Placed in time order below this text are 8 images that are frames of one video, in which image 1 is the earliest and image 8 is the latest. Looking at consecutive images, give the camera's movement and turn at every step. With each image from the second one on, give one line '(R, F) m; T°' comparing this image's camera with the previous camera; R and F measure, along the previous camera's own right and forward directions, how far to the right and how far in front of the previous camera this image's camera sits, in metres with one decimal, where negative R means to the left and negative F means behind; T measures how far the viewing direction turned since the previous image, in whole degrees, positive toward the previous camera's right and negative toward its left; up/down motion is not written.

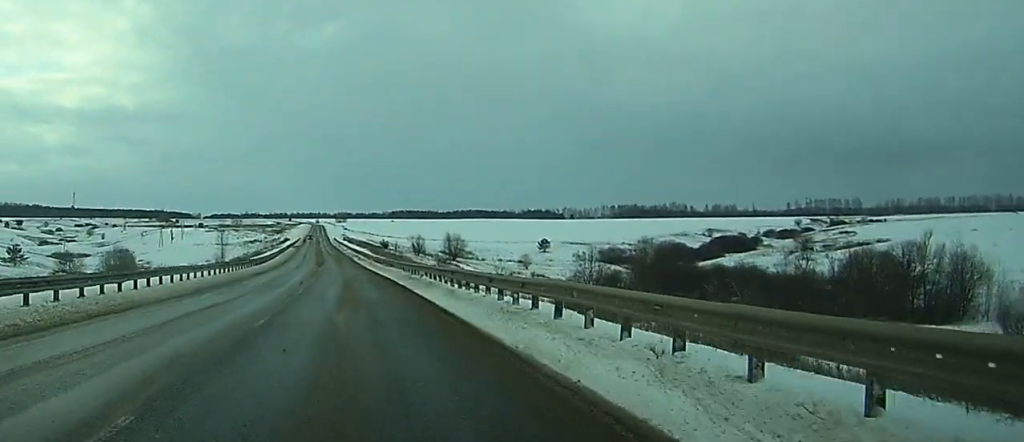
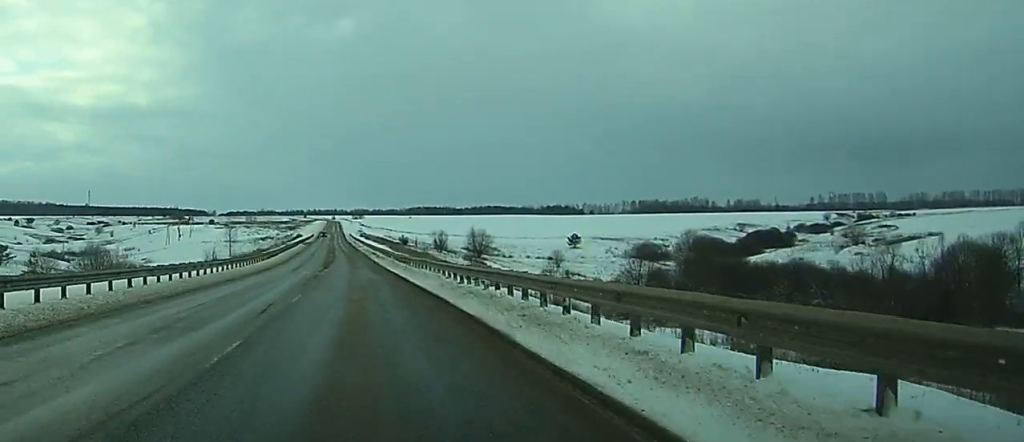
(-0.1, +18.1) m; -1°
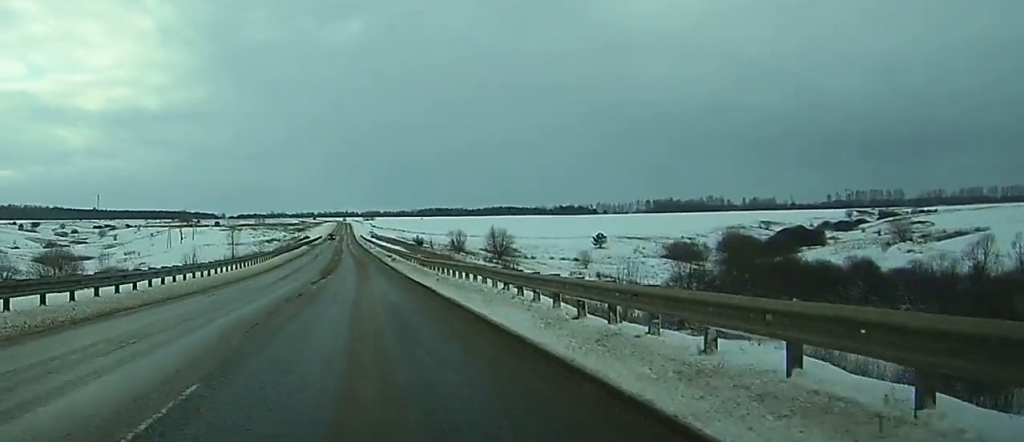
(0.0, +16.3) m; 0°
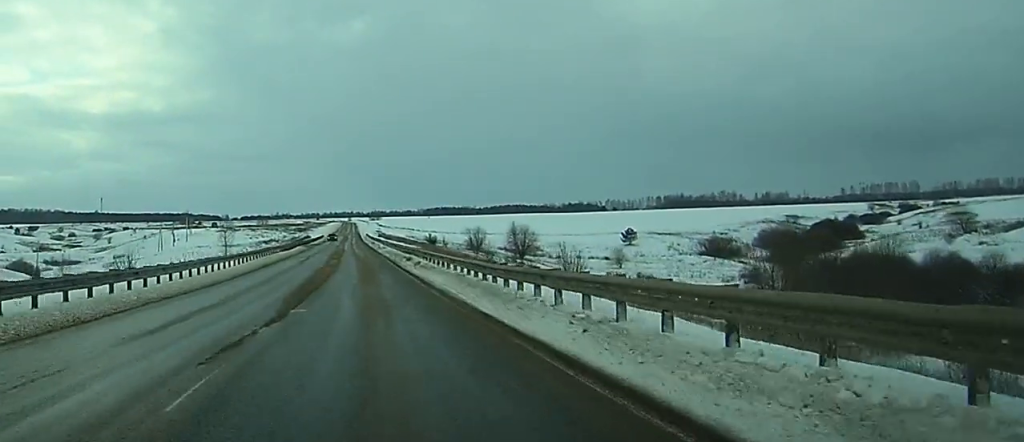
(-0.1, +22.6) m; -1°
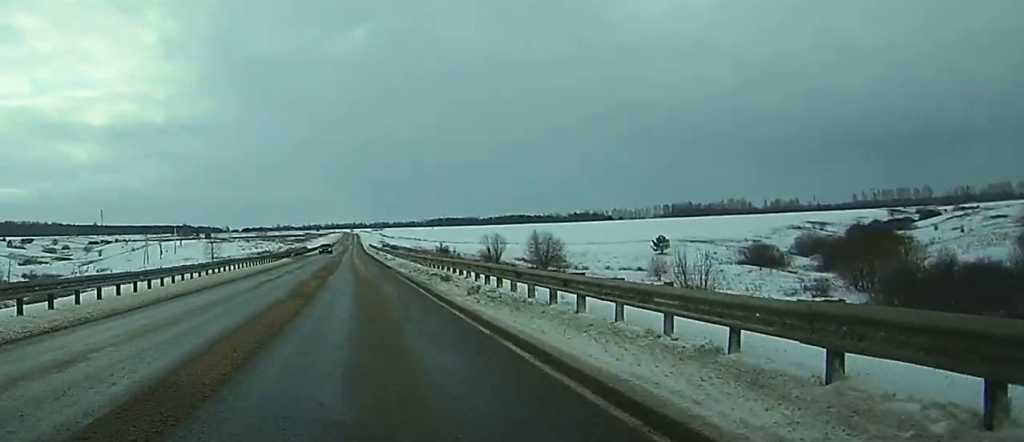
(-0.2, +22.4) m; -1°
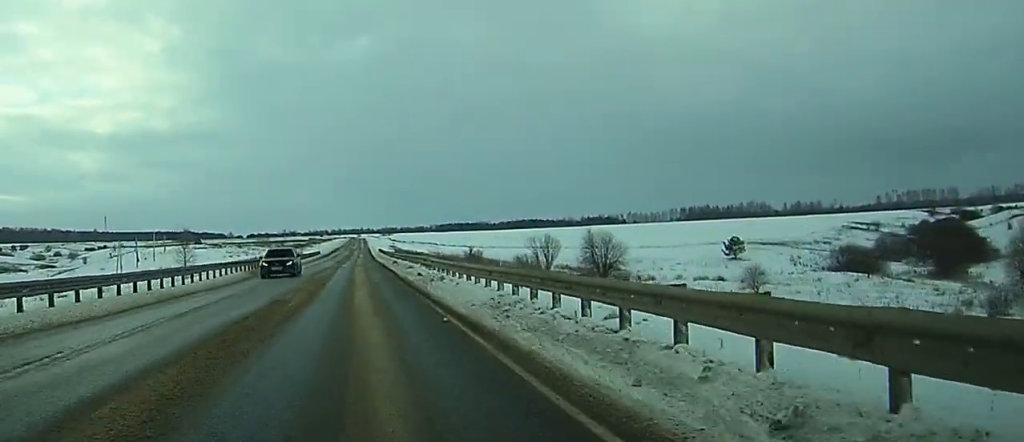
(-0.4, +37.5) m; -1°
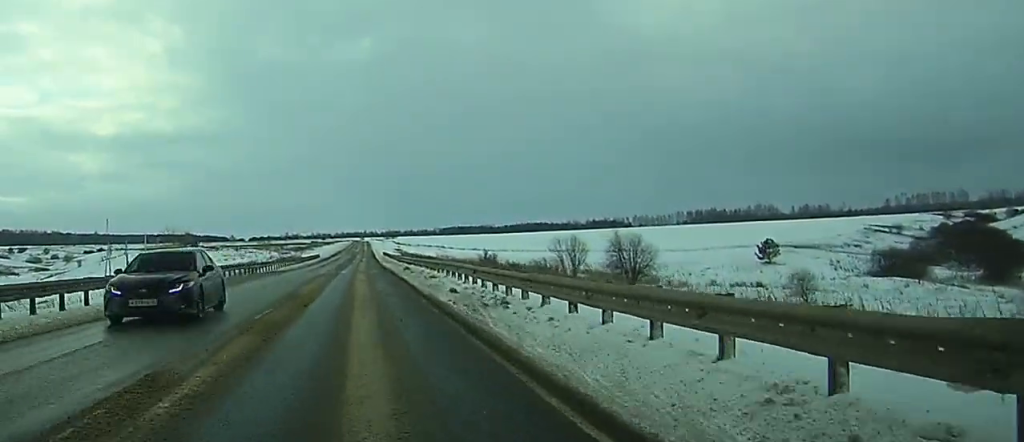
(-0.1, +13.4) m; 0°
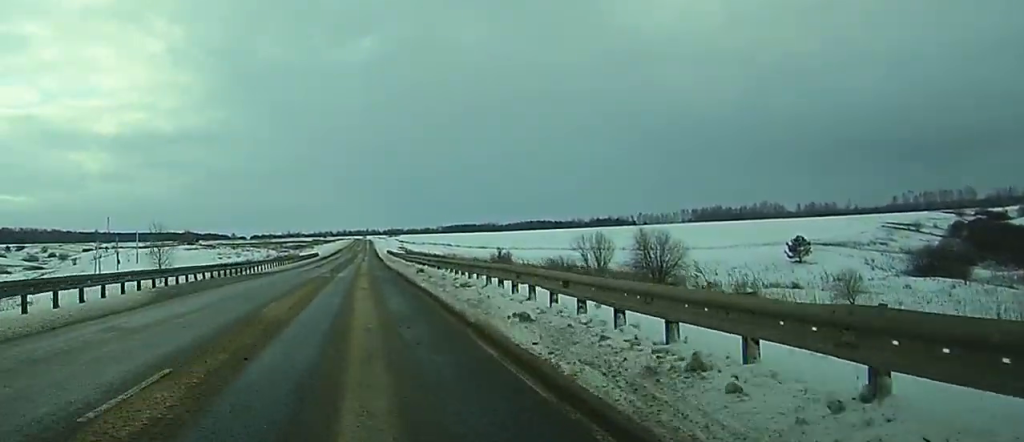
(0.0, +10.7) m; 0°
